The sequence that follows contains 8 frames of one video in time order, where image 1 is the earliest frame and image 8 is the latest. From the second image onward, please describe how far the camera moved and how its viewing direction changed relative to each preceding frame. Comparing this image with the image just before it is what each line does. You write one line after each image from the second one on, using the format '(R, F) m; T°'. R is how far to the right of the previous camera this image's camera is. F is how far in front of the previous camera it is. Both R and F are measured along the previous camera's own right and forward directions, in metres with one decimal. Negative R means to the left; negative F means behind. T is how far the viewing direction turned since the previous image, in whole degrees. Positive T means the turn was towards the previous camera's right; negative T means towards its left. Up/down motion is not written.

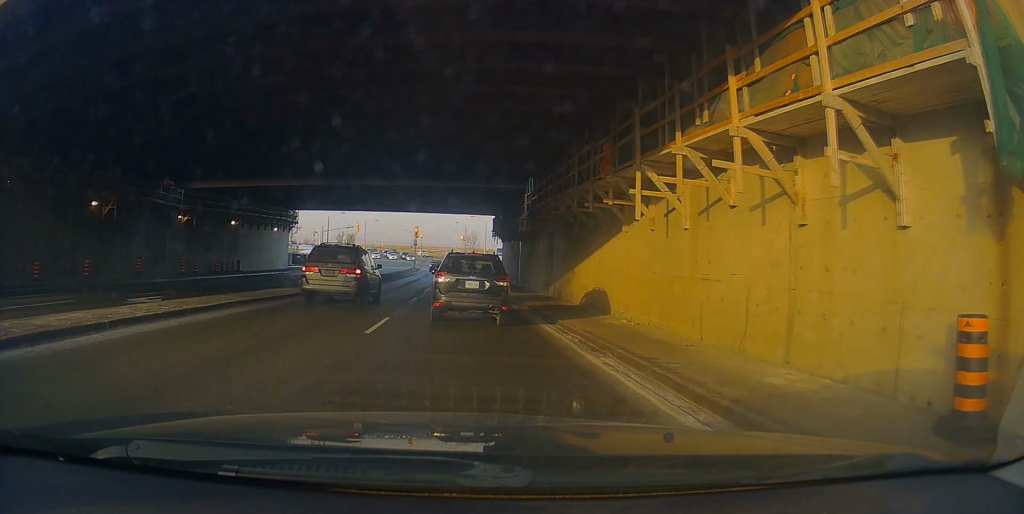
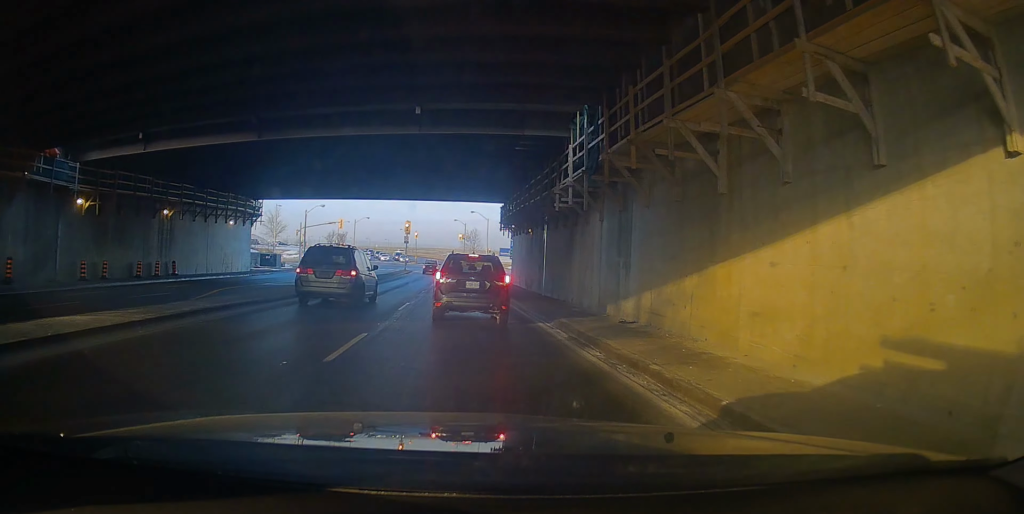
(+0.7, +12.5) m; +1°
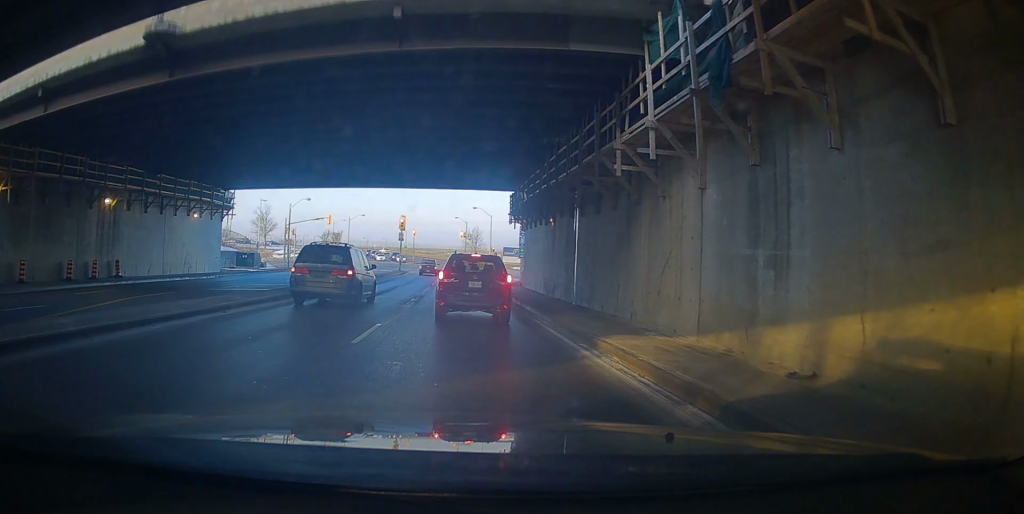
(-0.1, +7.5) m; -3°
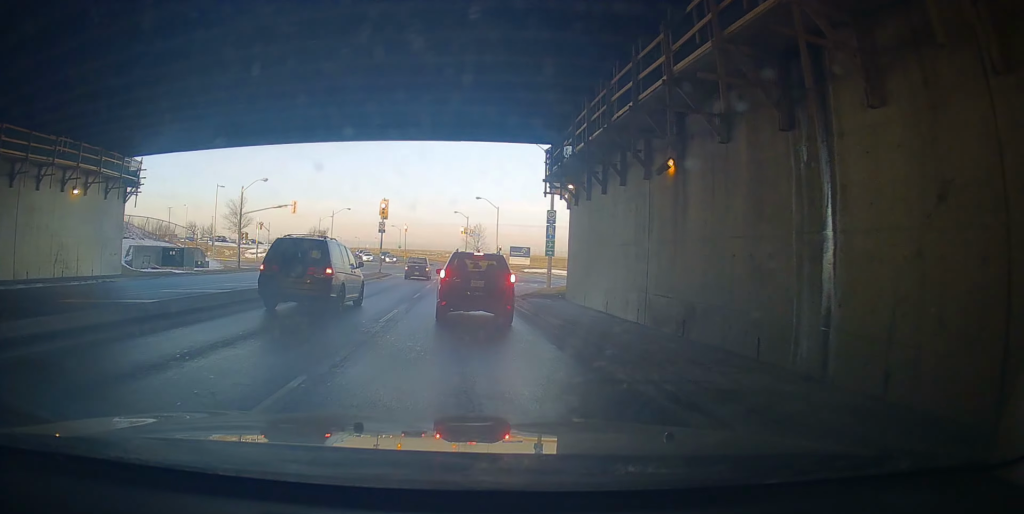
(-0.1, +15.0) m; +3°
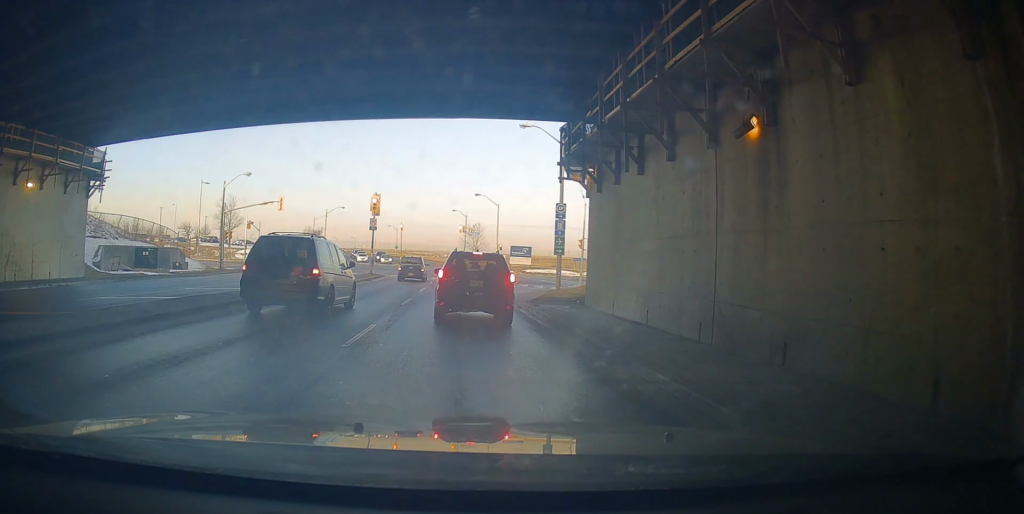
(-0.1, +3.6) m; 0°
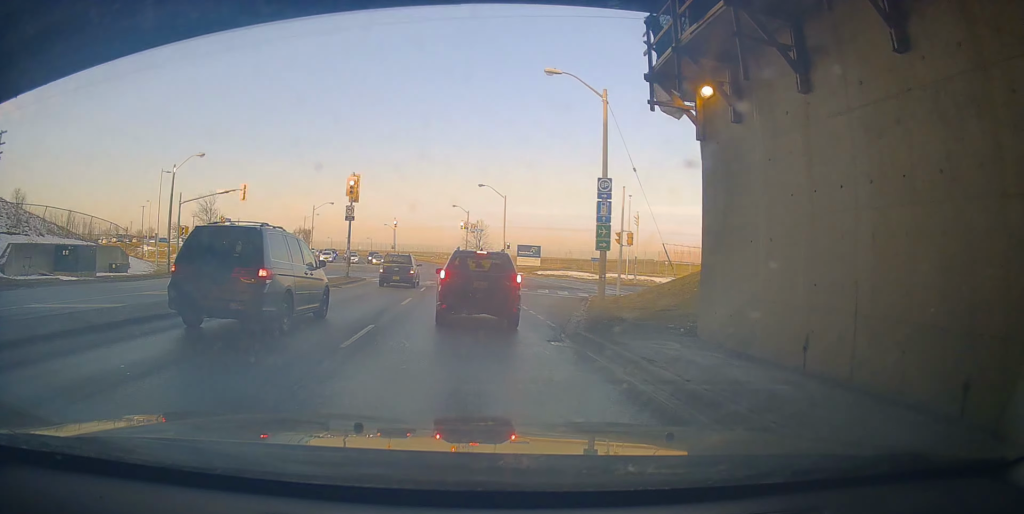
(0.0, +9.5) m; +2°
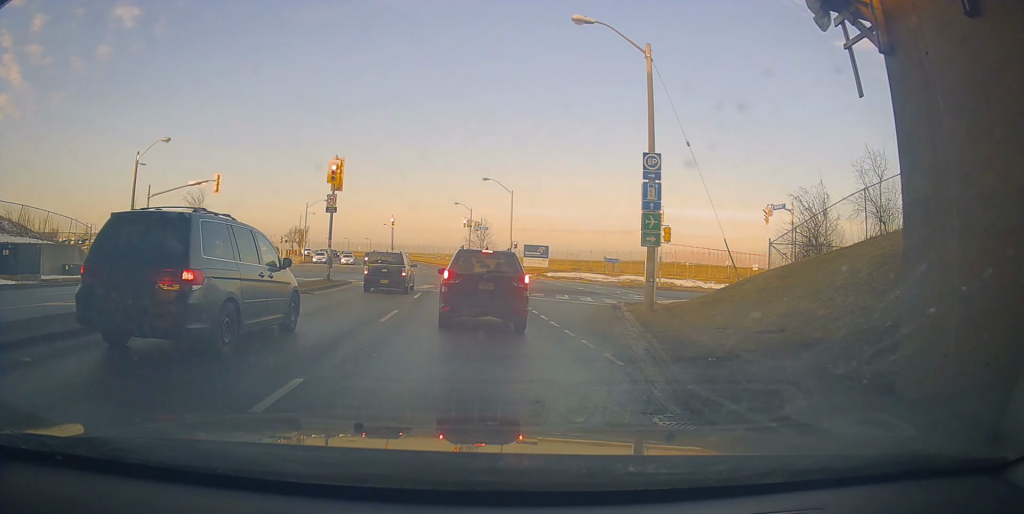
(+0.2, +5.6) m; +2°
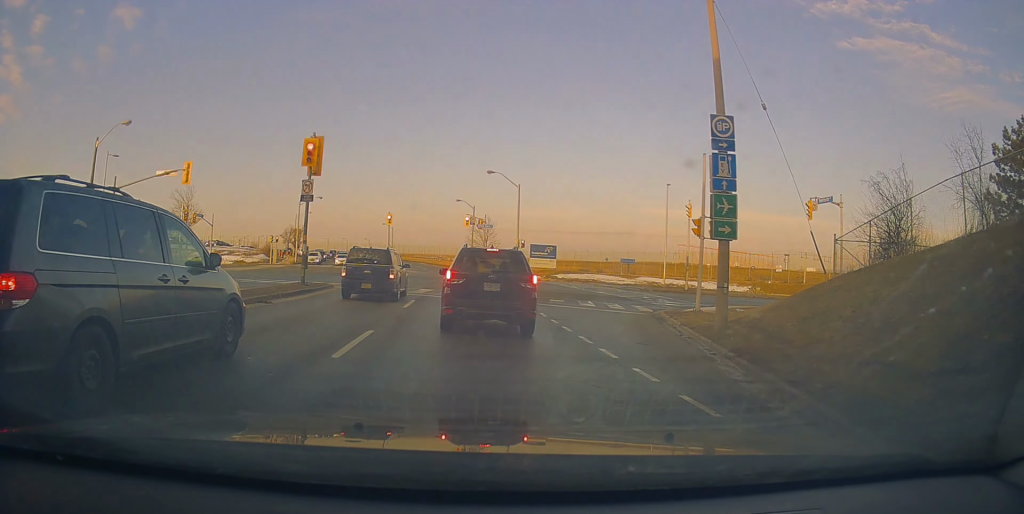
(0.0, +4.8) m; +4°
